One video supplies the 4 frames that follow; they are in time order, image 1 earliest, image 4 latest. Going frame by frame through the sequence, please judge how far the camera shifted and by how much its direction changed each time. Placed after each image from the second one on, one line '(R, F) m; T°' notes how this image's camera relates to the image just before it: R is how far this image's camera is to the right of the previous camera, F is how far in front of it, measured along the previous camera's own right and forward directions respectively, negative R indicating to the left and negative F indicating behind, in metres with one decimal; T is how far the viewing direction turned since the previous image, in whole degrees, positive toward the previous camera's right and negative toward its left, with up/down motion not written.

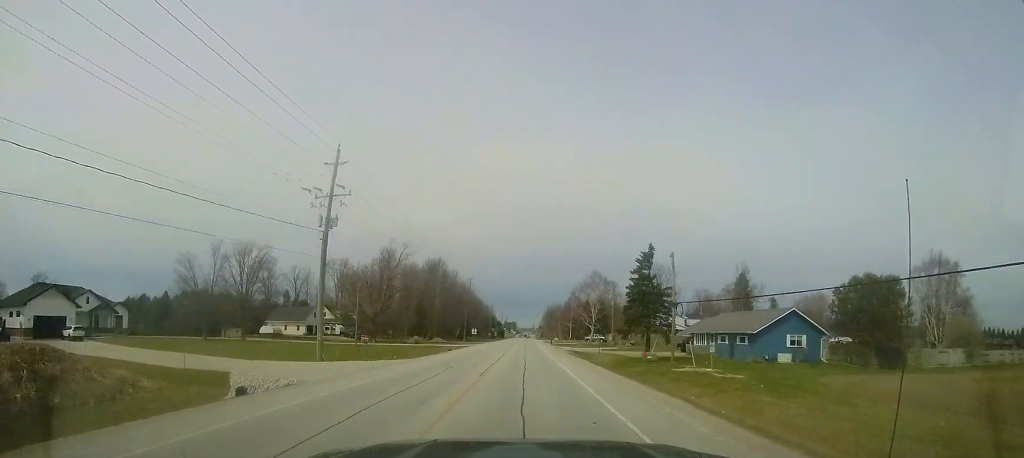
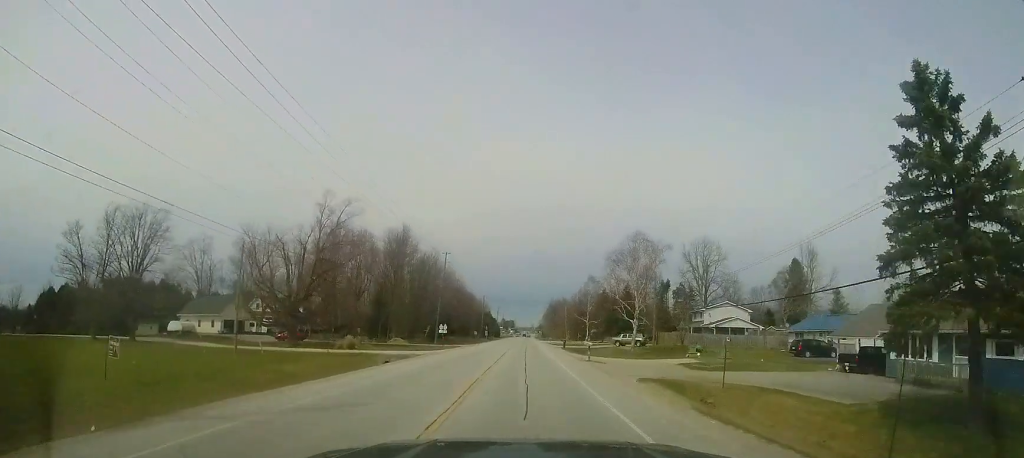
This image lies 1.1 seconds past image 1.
(0.0, +25.9) m; 0°
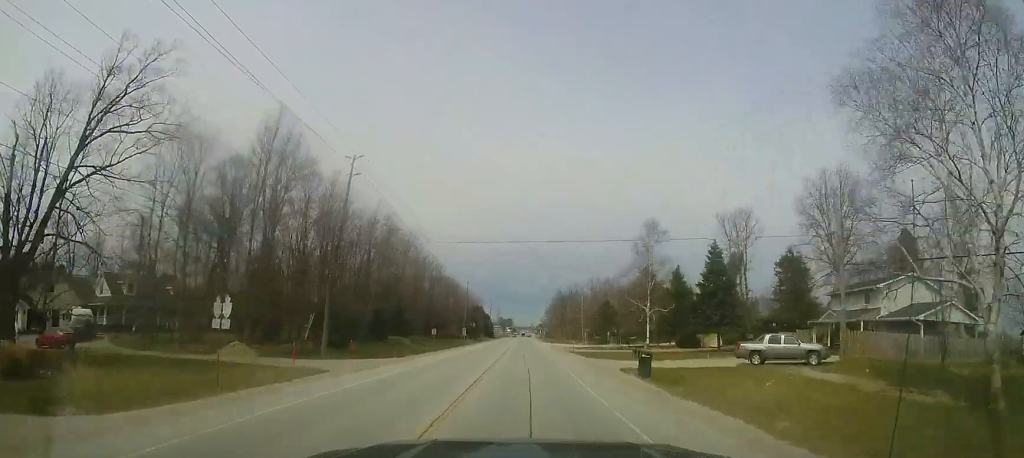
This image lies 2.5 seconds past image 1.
(0.0, +32.9) m; 0°
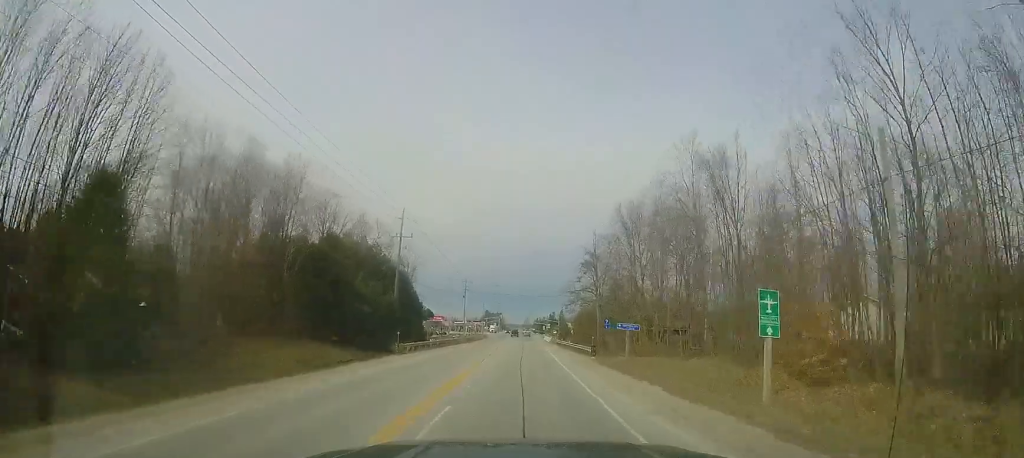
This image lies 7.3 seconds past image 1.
(+2.8, +109.4) m; +2°
